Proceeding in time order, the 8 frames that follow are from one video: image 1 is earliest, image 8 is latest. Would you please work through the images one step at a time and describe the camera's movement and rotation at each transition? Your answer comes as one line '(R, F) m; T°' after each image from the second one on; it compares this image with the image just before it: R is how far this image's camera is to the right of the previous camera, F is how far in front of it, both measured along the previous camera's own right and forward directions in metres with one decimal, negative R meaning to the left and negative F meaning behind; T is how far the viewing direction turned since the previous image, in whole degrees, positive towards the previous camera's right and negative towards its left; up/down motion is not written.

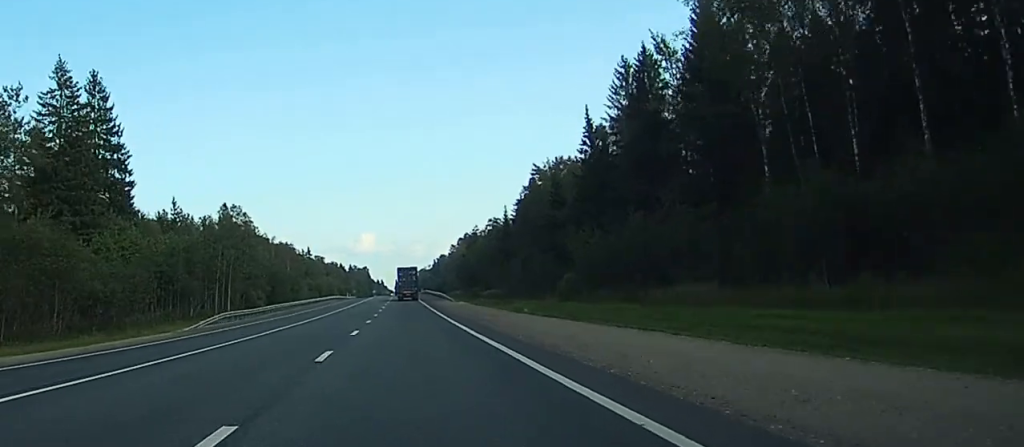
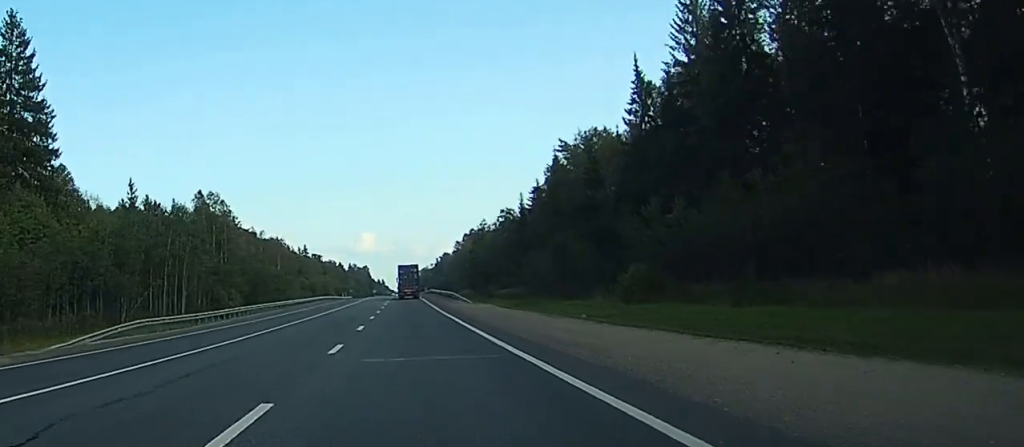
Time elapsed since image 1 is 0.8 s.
(0.0, +22.1) m; 0°
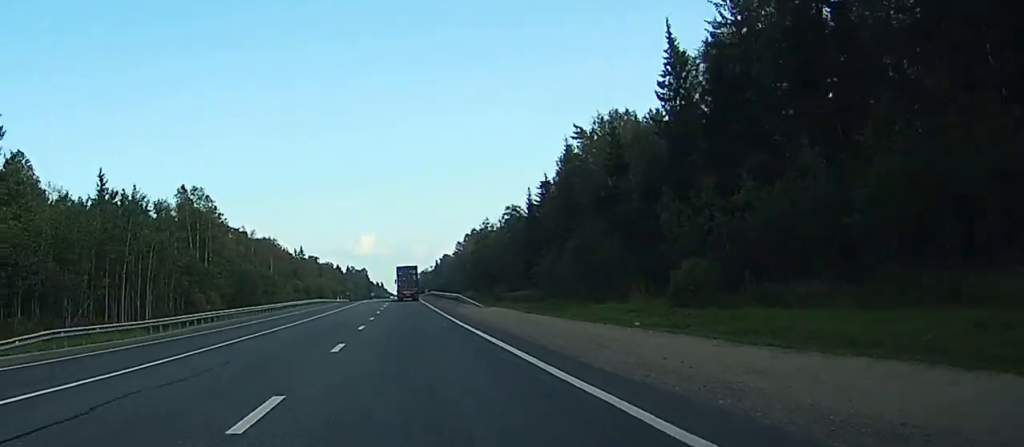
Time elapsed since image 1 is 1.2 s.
(0.0, +11.1) m; 0°
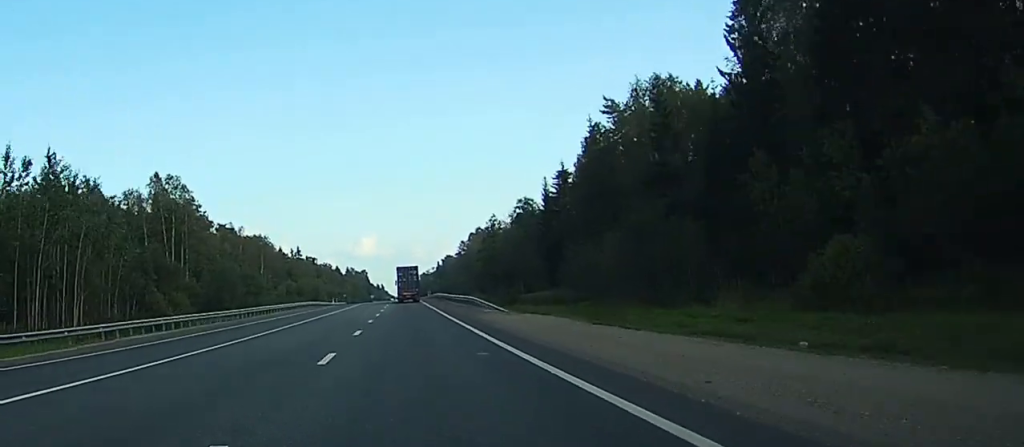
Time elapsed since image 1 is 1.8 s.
(0.0, +15.7) m; 0°
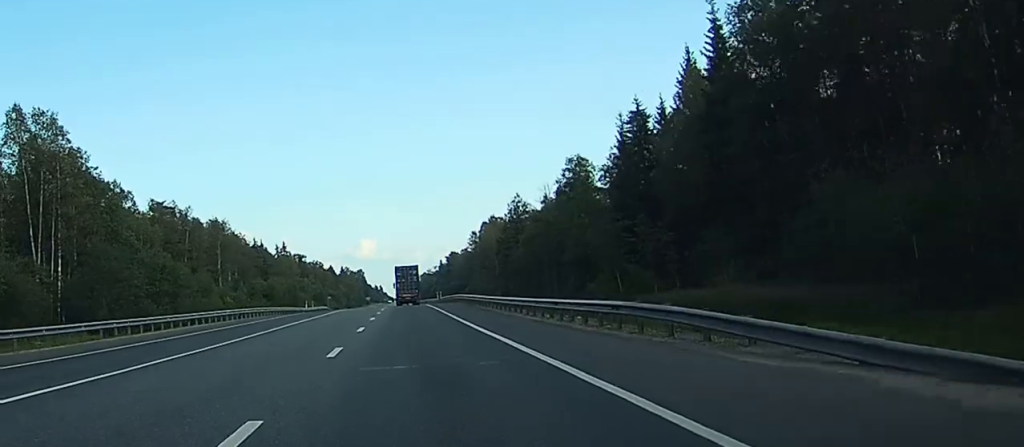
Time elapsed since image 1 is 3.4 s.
(-0.2, +46.4) m; 0°
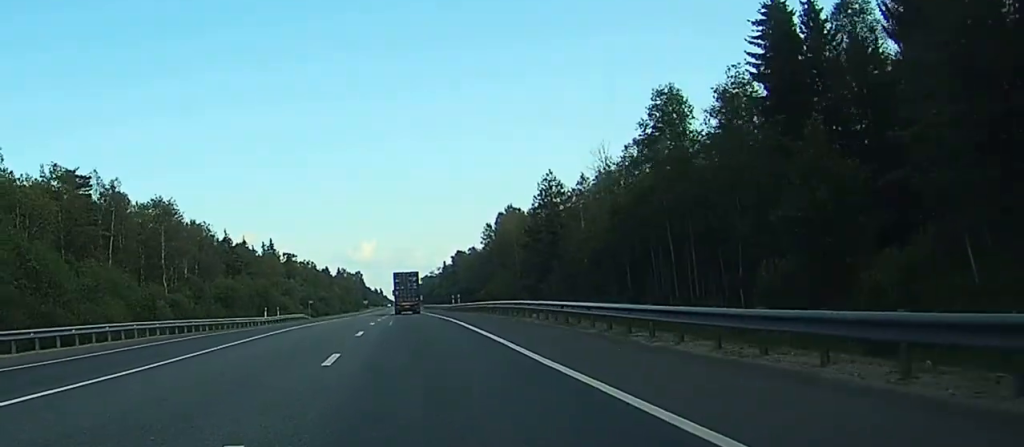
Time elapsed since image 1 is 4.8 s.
(+0.1, +37.2) m; 0°
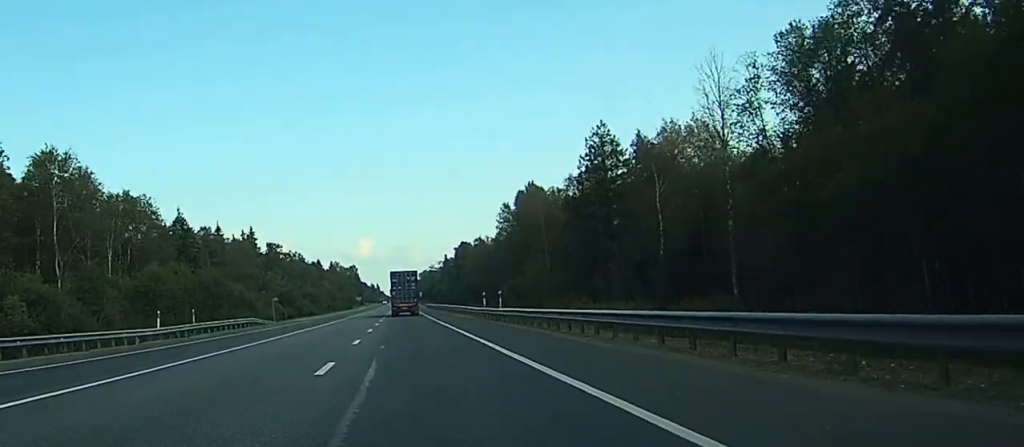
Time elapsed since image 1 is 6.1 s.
(0.0, +37.1) m; 0°
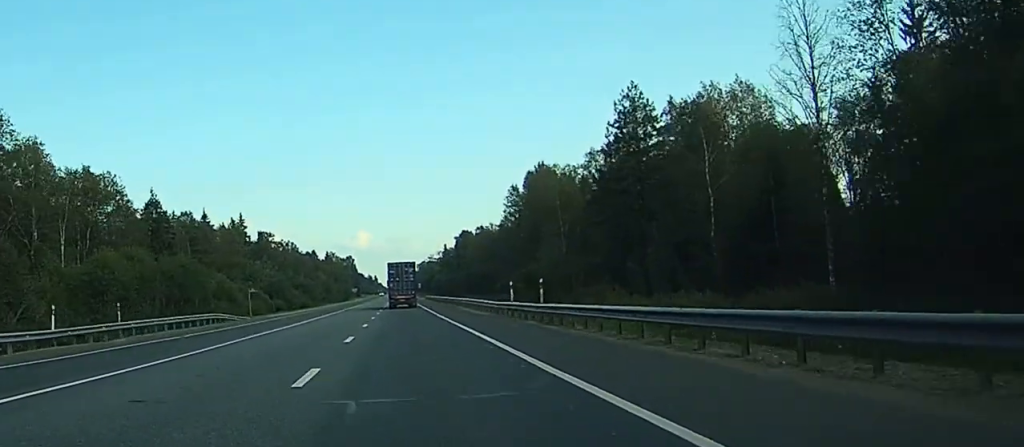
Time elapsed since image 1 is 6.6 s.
(0.0, +14.7) m; 0°
